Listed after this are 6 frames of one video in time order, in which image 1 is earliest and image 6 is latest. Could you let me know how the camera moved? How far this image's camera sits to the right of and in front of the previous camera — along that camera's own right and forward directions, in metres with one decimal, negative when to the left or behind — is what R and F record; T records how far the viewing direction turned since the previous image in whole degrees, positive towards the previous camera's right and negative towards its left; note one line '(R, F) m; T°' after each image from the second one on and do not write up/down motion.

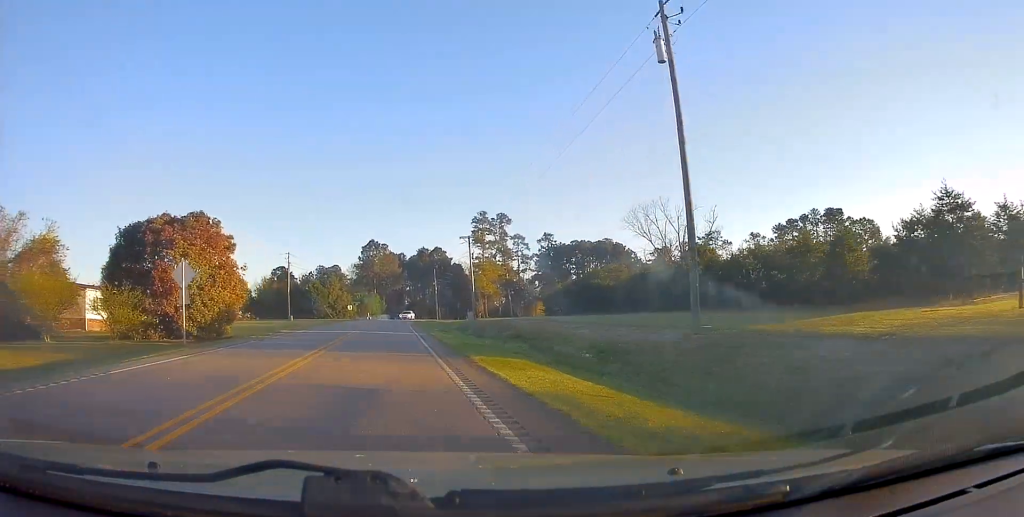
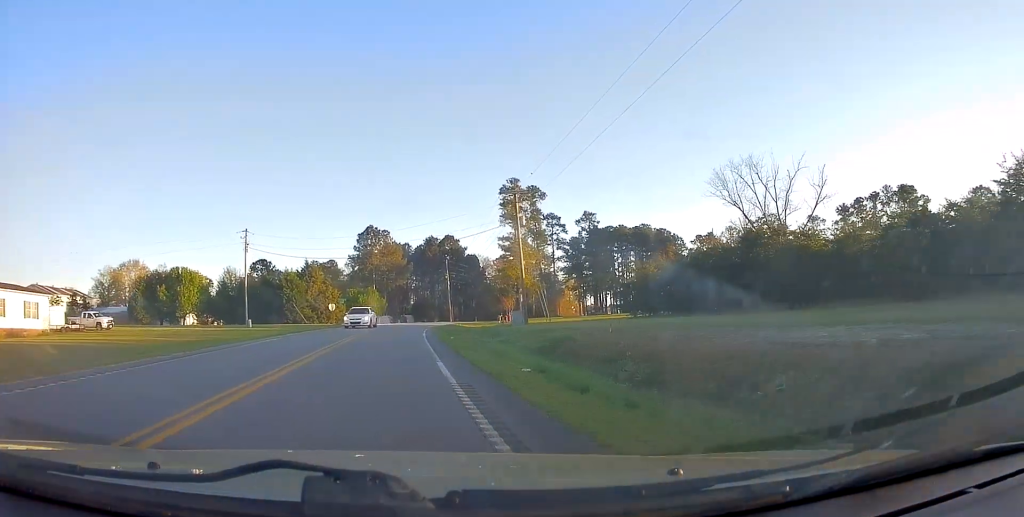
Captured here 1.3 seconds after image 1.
(0.0, +29.4) m; 0°
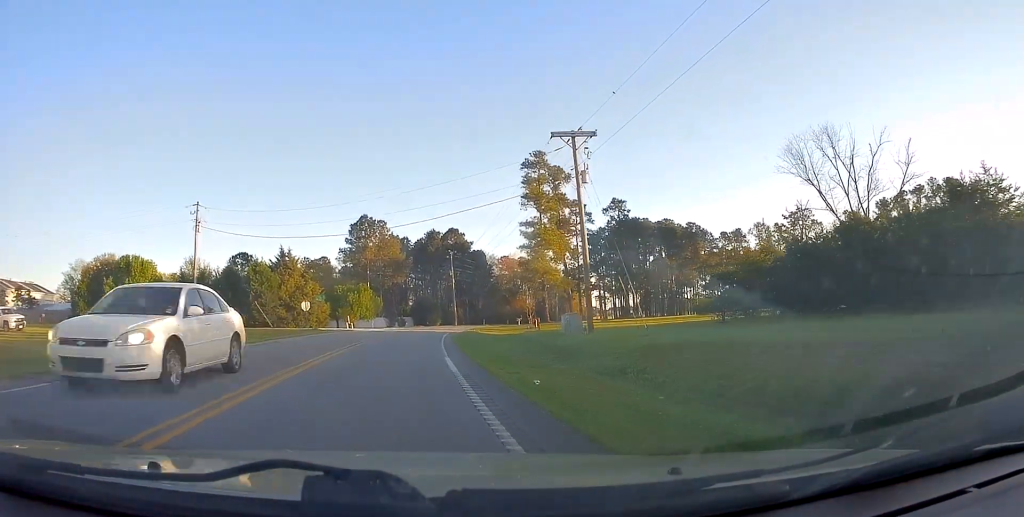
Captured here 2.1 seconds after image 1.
(0.0, +17.1) m; 0°
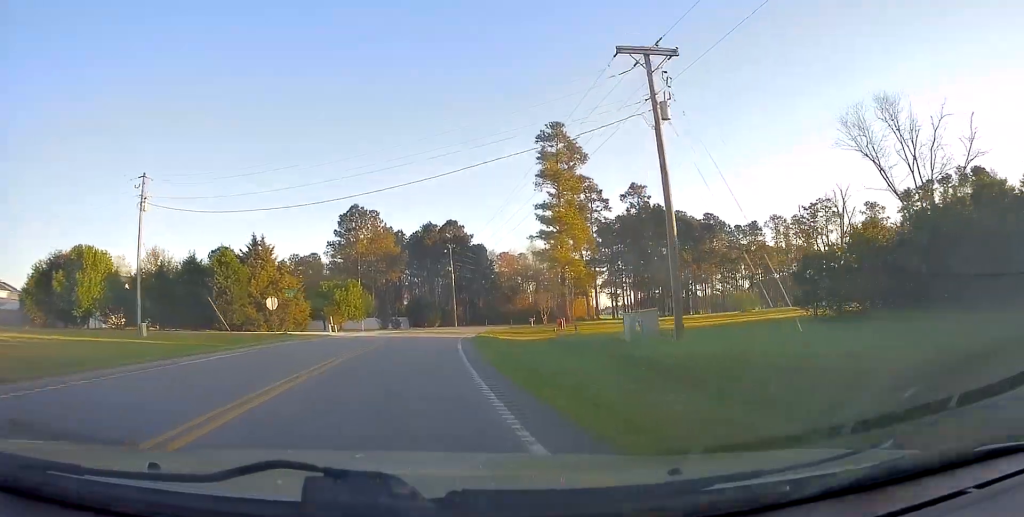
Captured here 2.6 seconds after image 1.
(-0.1, +11.0) m; 0°
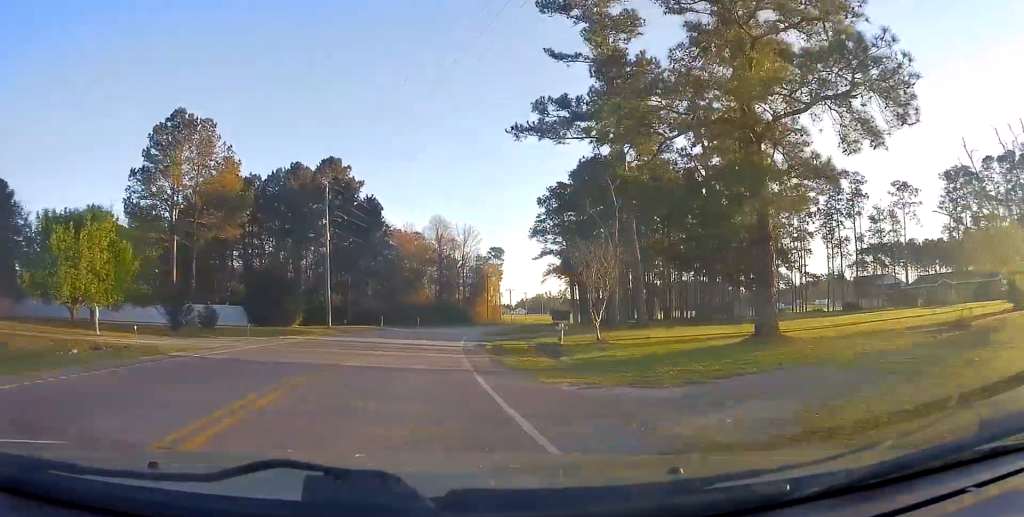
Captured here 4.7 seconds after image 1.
(0.0, +44.7) m; +1°
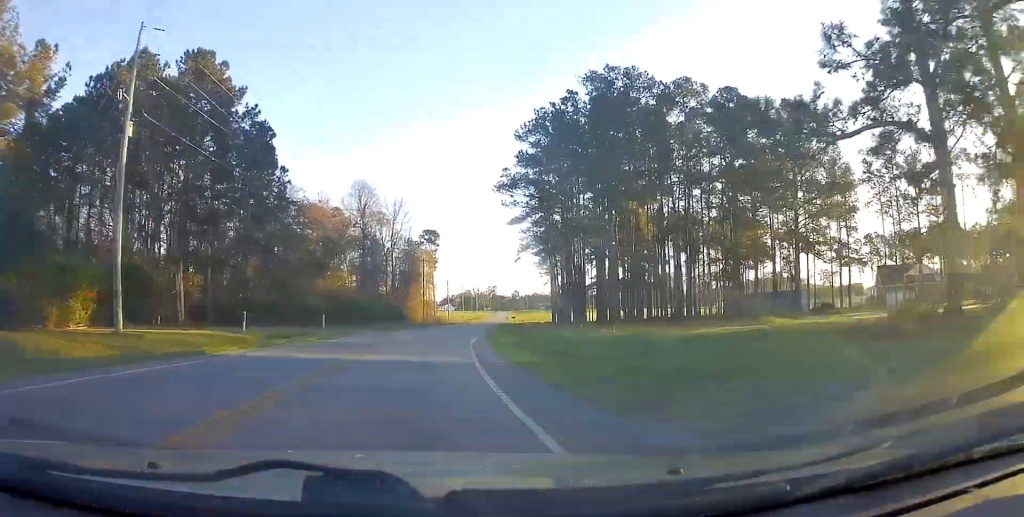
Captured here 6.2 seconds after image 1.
(+2.4, +30.7) m; +9°
